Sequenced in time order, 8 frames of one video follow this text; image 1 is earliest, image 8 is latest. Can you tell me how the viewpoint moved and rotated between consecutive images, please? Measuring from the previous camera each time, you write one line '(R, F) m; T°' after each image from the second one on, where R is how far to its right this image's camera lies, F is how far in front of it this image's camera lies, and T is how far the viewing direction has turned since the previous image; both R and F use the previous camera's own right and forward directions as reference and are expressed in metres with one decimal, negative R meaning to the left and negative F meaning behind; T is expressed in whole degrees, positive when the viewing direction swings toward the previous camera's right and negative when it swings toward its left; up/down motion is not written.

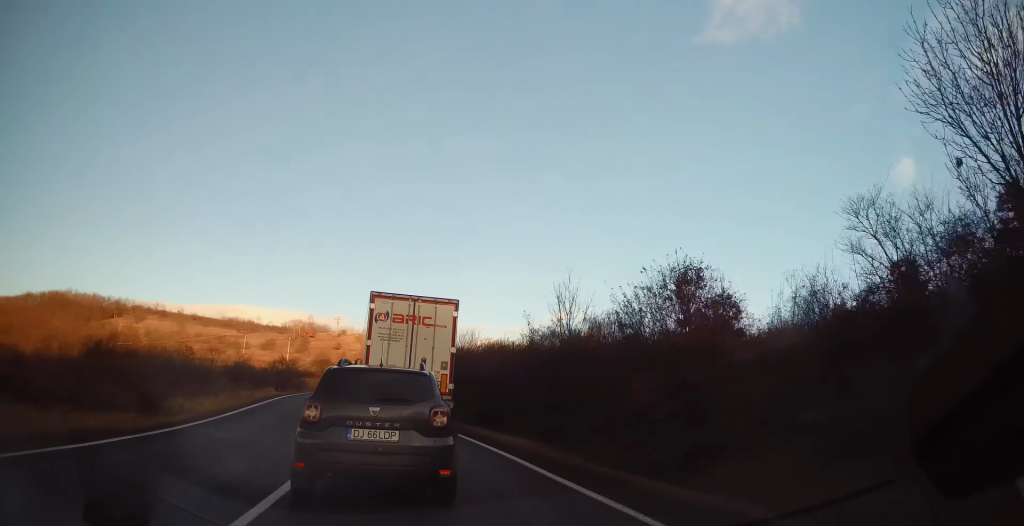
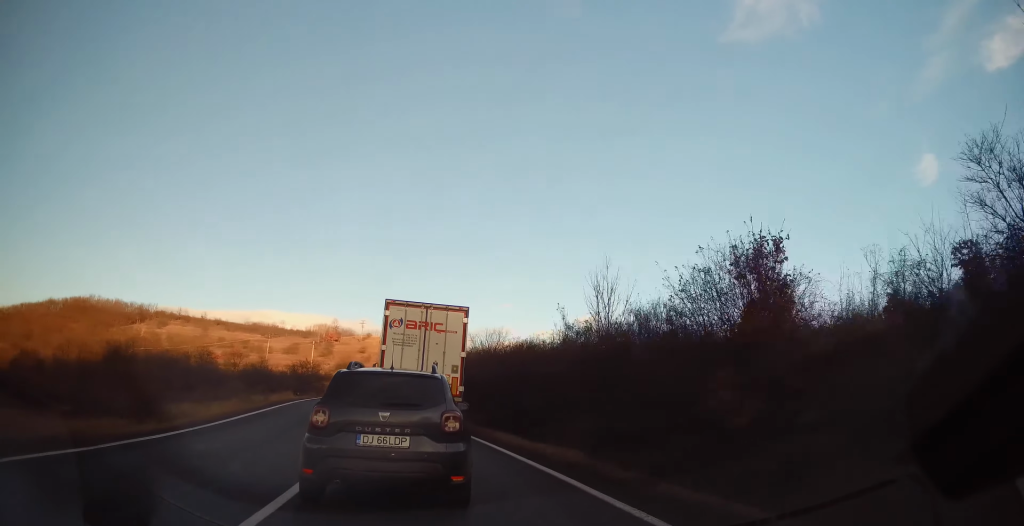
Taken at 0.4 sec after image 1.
(-0.2, +2.1) m; -4°
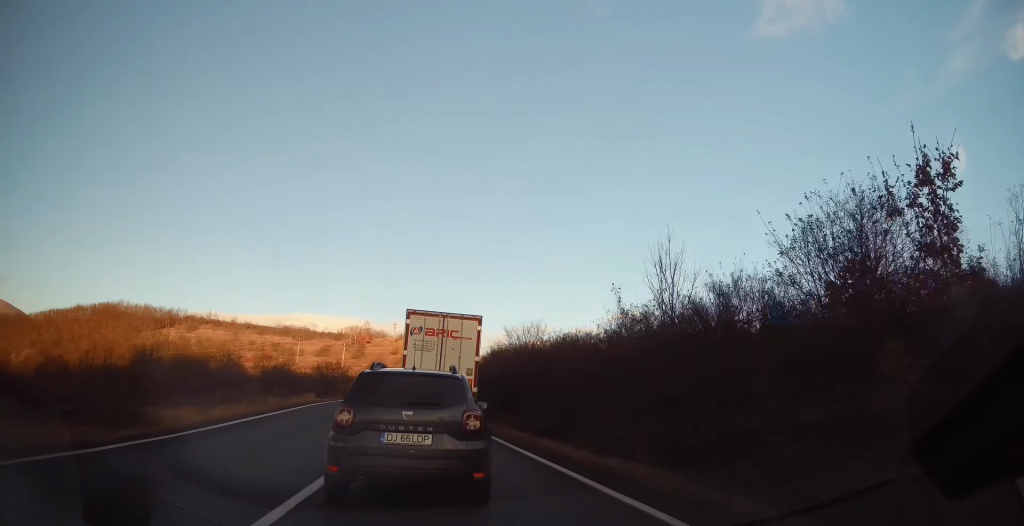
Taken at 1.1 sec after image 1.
(-0.2, +3.3) m; -4°
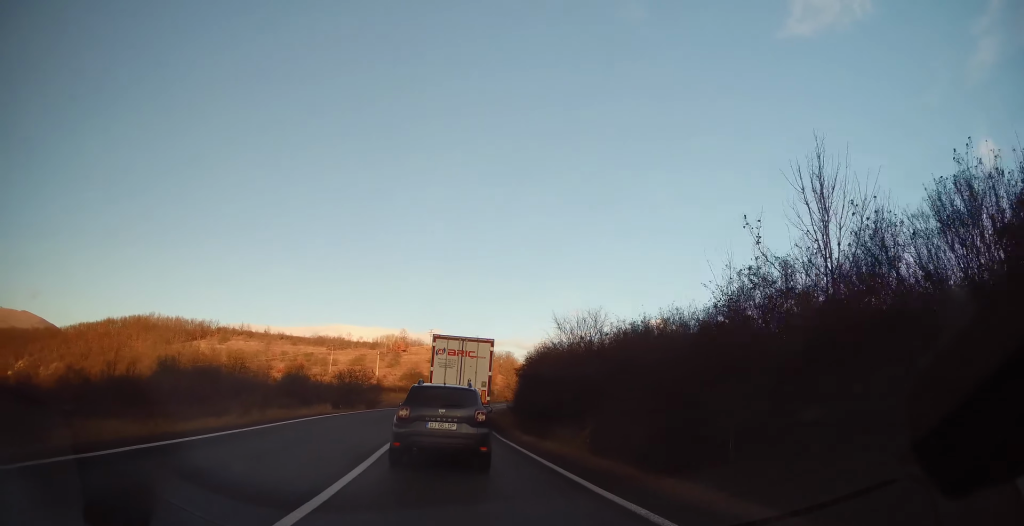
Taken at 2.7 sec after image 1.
(-0.2, +7.4) m; -5°
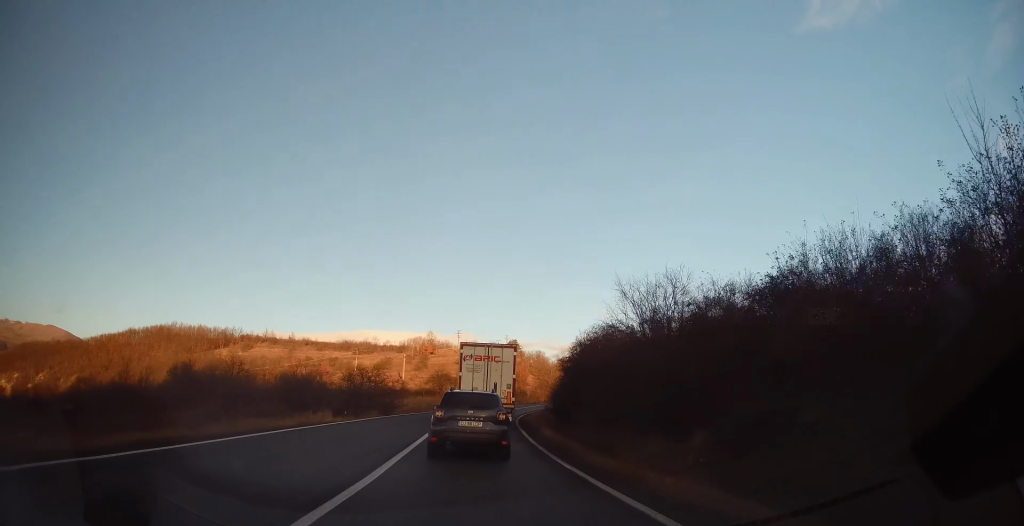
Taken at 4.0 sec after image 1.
(-0.4, +8.1) m; -3°
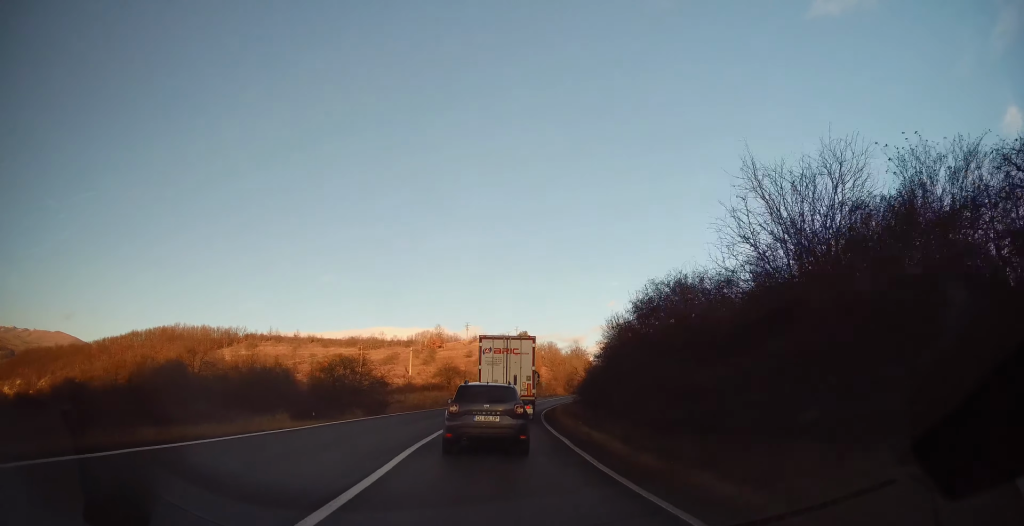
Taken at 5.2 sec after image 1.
(+0.2, +8.7) m; +3°
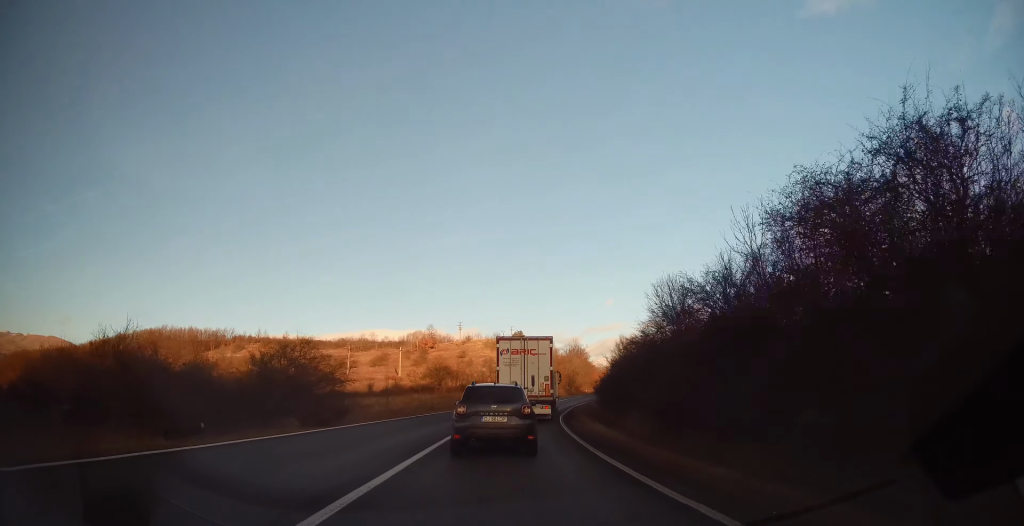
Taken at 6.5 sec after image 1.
(+0.3, +10.6) m; 0°
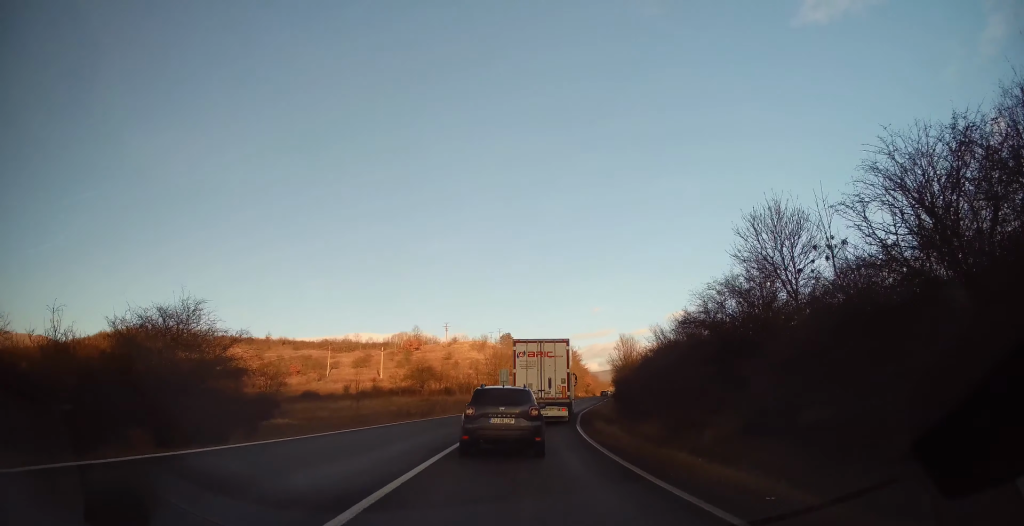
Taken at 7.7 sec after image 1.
(-0.3, +10.0) m; +1°
